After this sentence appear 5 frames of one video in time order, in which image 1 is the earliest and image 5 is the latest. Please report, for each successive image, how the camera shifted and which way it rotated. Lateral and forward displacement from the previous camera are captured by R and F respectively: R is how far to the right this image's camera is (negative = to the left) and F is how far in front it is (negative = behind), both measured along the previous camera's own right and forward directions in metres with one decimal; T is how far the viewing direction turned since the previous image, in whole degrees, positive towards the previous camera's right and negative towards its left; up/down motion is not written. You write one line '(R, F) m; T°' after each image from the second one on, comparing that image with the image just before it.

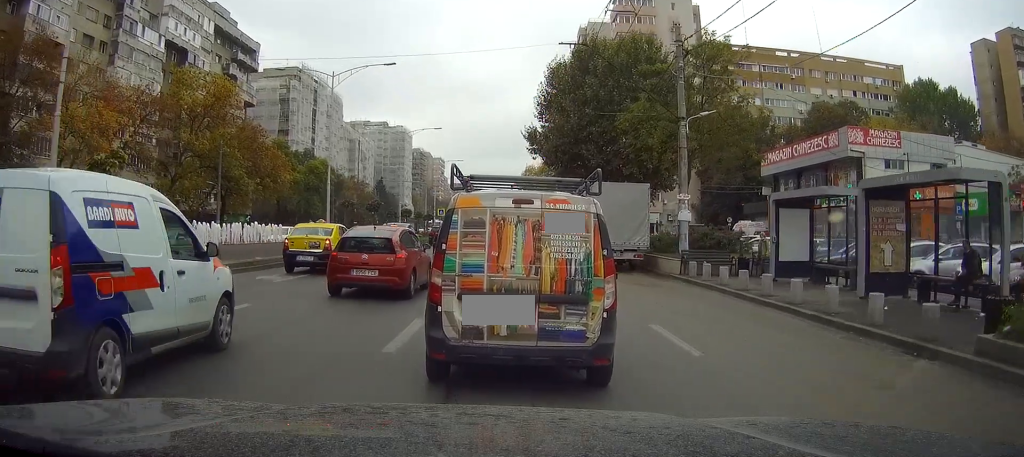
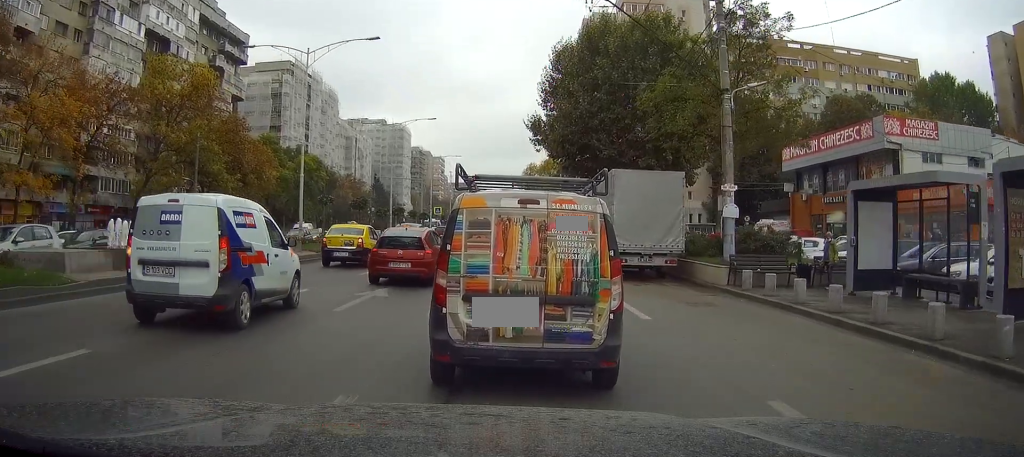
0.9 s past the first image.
(-0.2, +5.8) m; +3°
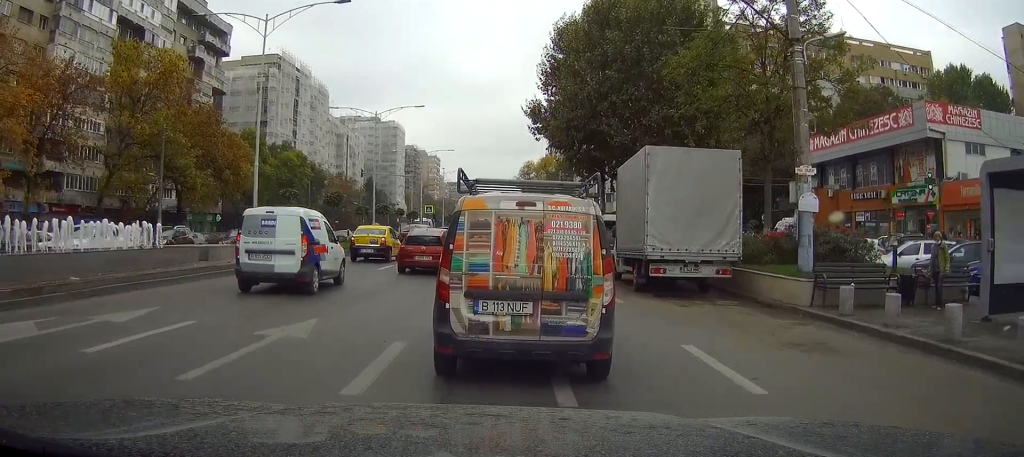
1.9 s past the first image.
(+0.5, +6.3) m; +5°
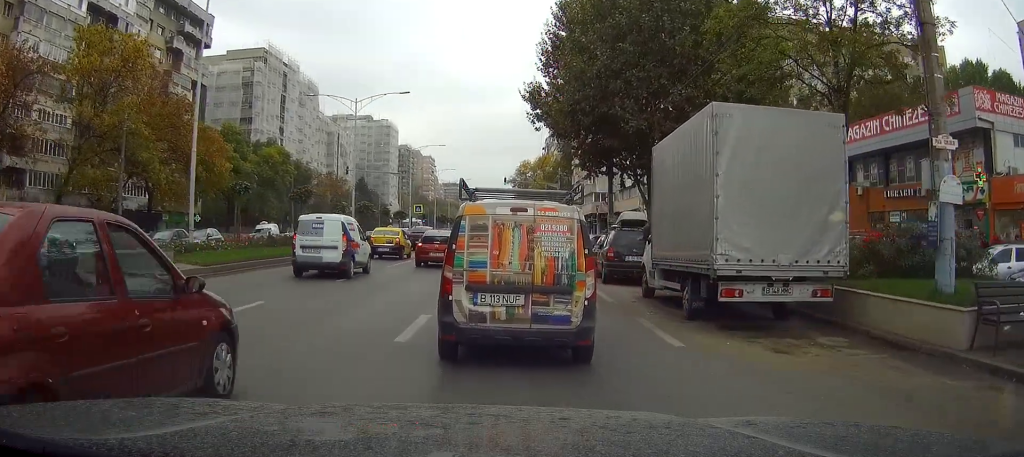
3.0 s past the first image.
(-0.1, +6.0) m; 0°
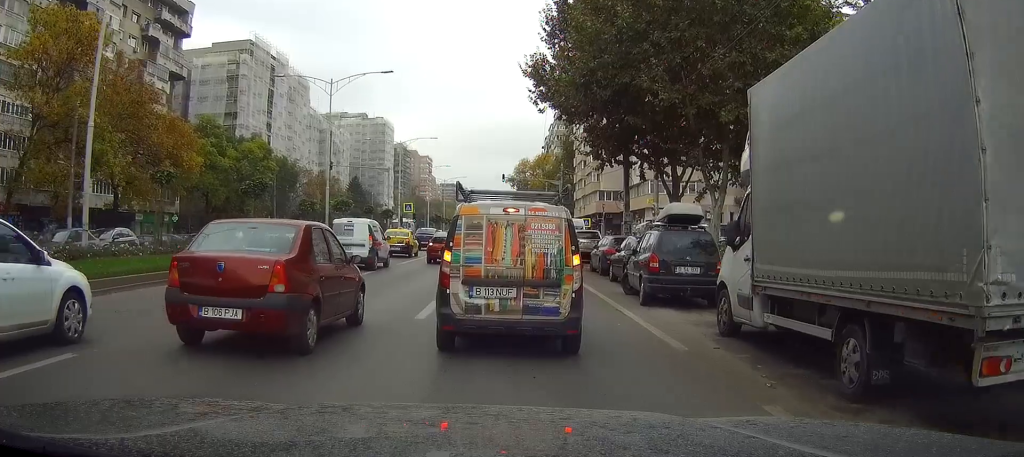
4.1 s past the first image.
(+0.1, +6.3) m; -3°
